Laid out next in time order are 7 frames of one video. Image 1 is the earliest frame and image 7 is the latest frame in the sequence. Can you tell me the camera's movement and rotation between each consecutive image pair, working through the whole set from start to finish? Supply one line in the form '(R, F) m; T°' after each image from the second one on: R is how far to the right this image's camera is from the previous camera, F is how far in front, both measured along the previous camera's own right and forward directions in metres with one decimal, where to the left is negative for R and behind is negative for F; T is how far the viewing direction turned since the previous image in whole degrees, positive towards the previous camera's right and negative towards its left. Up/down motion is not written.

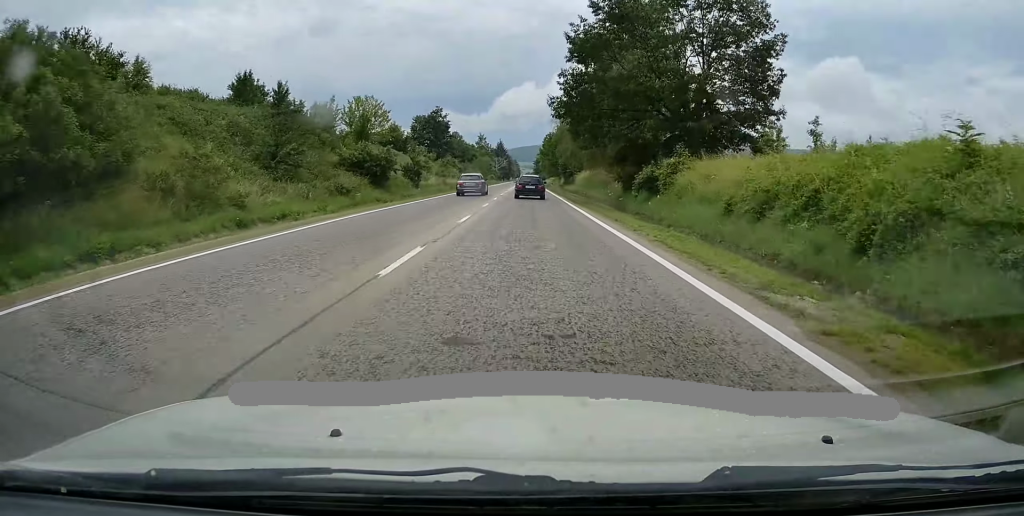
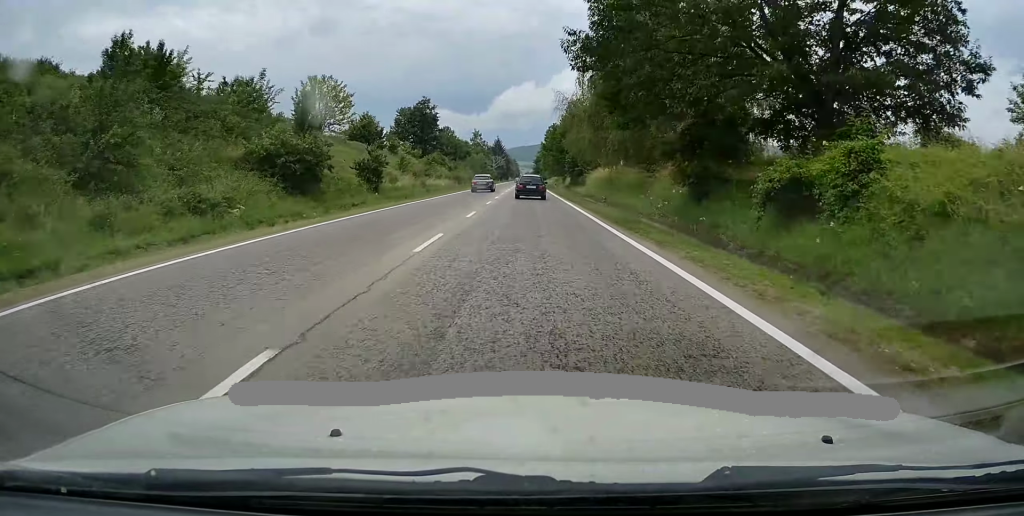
(0.0, +15.6) m; 0°
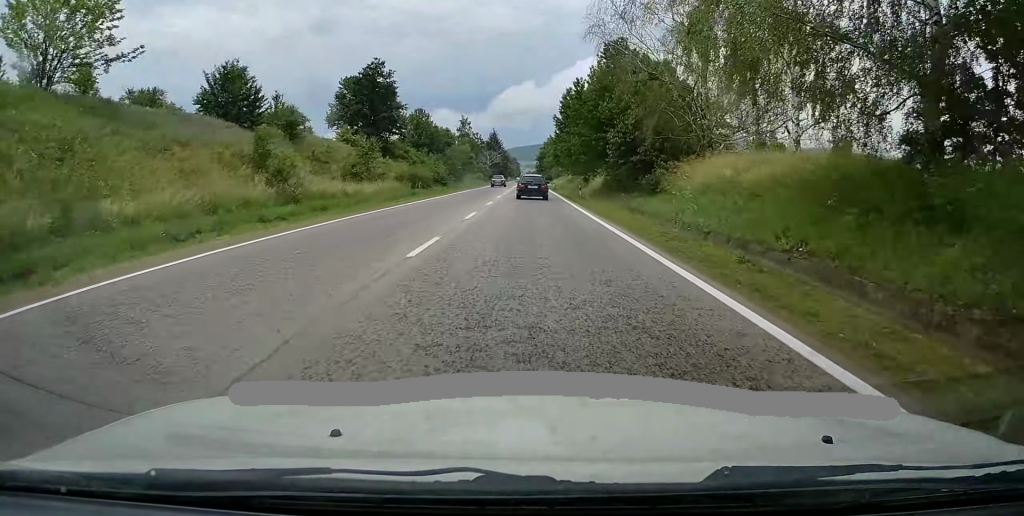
(-0.2, +37.0) m; 0°
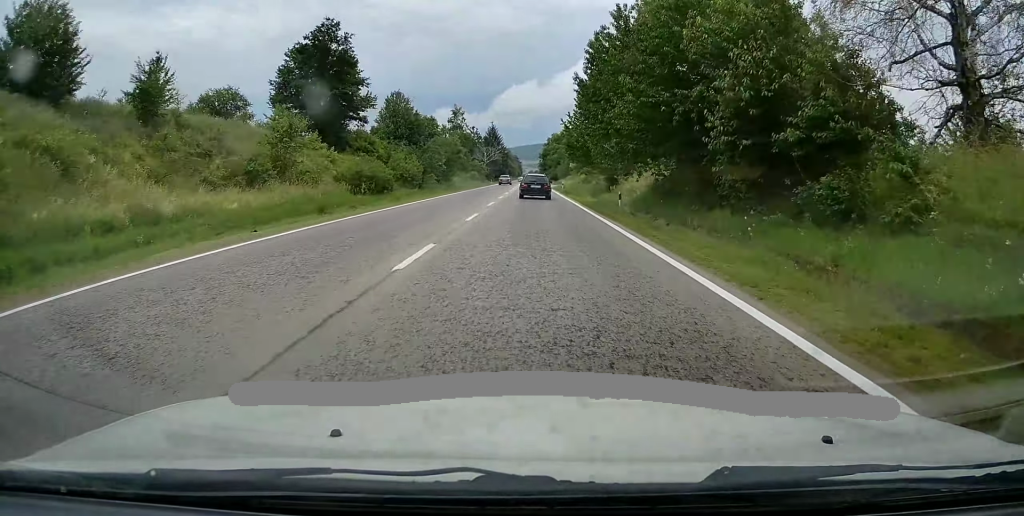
(0.0, +19.5) m; 0°
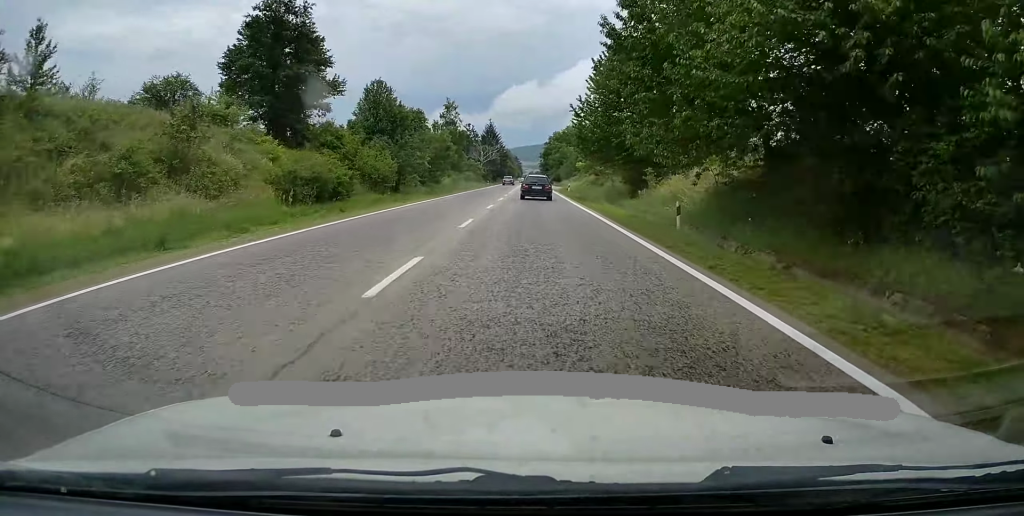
(+0.1, +11.0) m; 0°
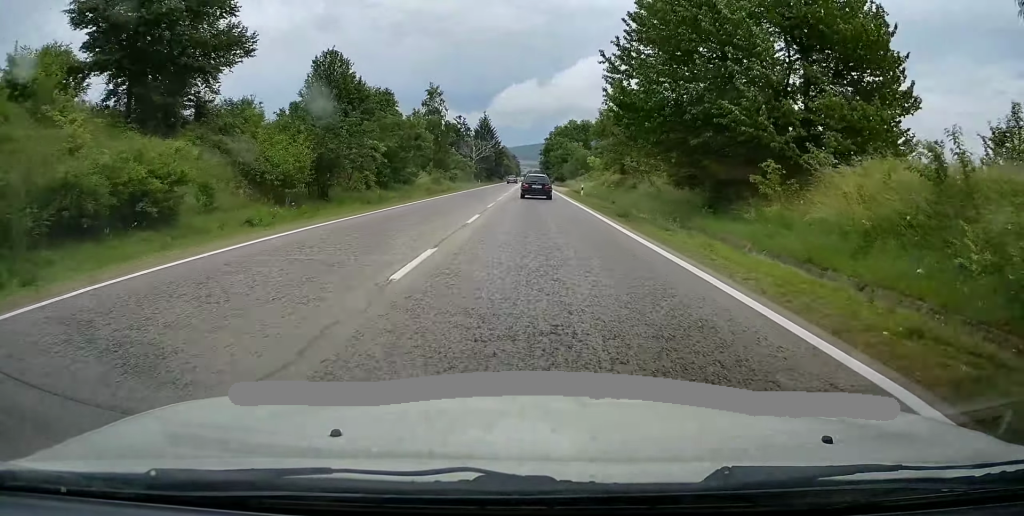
(-0.2, +17.4) m; 0°
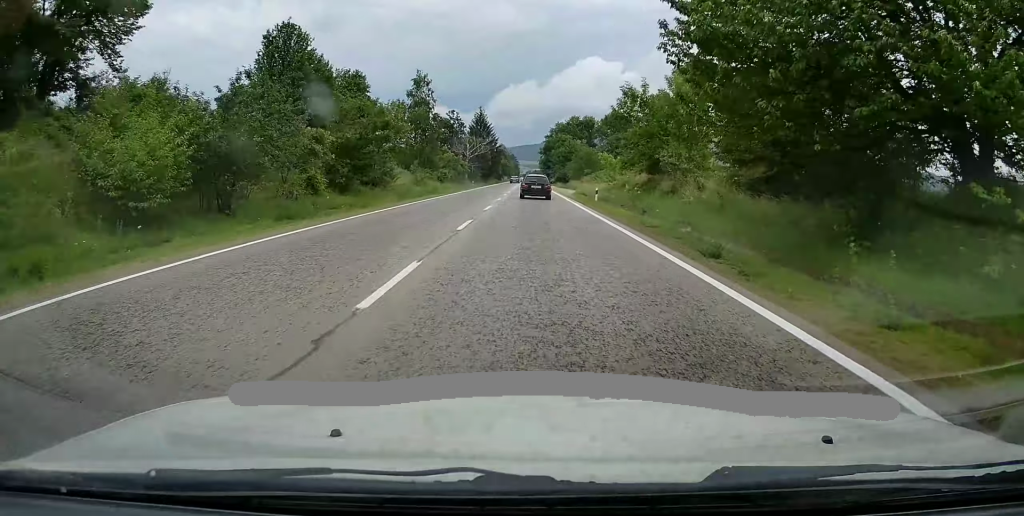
(-0.2, +10.8) m; 0°
